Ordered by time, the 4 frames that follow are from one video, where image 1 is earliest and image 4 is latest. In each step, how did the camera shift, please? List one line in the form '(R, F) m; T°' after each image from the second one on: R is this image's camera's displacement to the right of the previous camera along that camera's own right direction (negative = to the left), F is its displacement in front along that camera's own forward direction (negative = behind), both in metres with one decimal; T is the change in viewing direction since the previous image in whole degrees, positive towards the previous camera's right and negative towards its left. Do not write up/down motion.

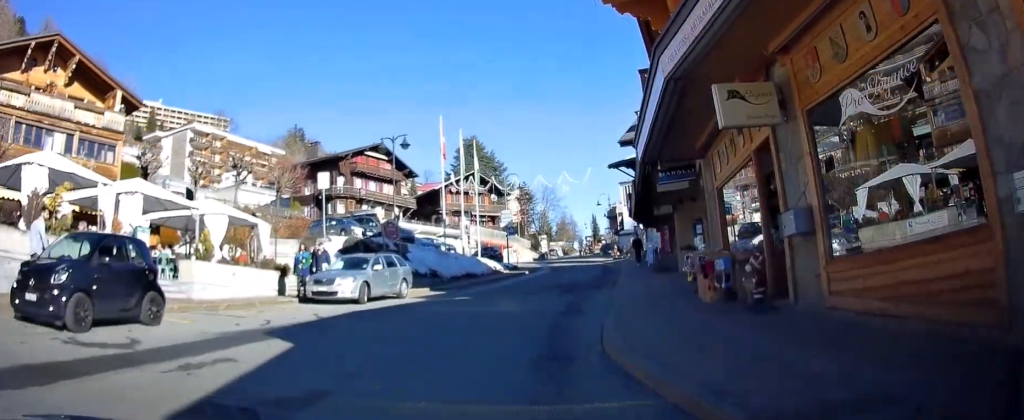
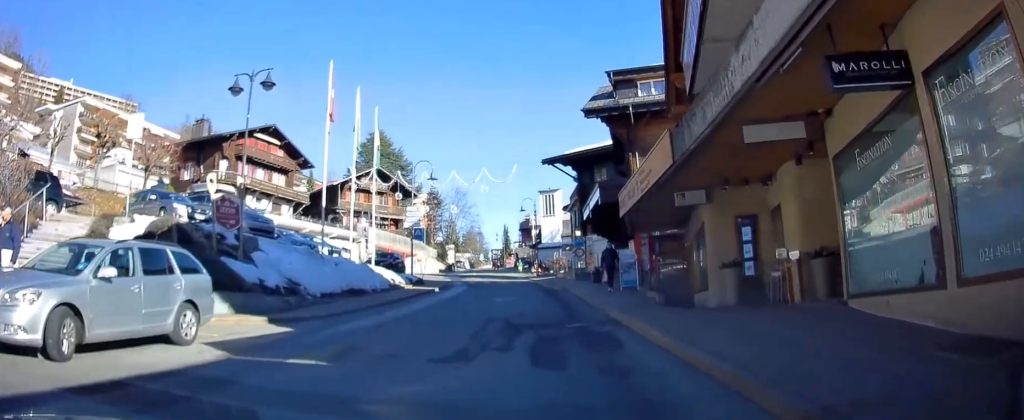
(+0.5, +10.2) m; +9°
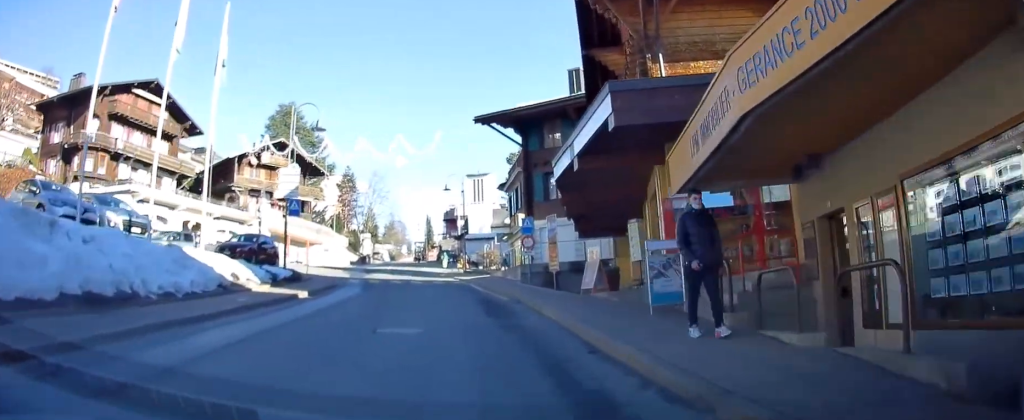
(+1.4, +11.6) m; +9°
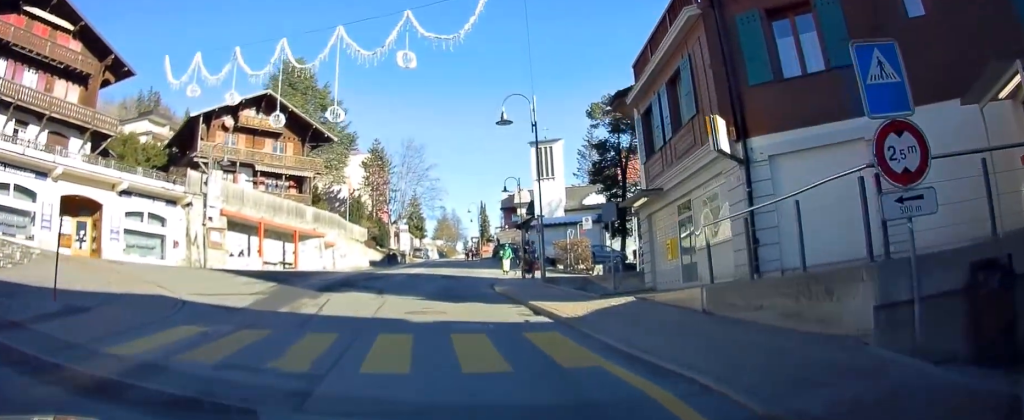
(-0.5, +21.8) m; -6°
